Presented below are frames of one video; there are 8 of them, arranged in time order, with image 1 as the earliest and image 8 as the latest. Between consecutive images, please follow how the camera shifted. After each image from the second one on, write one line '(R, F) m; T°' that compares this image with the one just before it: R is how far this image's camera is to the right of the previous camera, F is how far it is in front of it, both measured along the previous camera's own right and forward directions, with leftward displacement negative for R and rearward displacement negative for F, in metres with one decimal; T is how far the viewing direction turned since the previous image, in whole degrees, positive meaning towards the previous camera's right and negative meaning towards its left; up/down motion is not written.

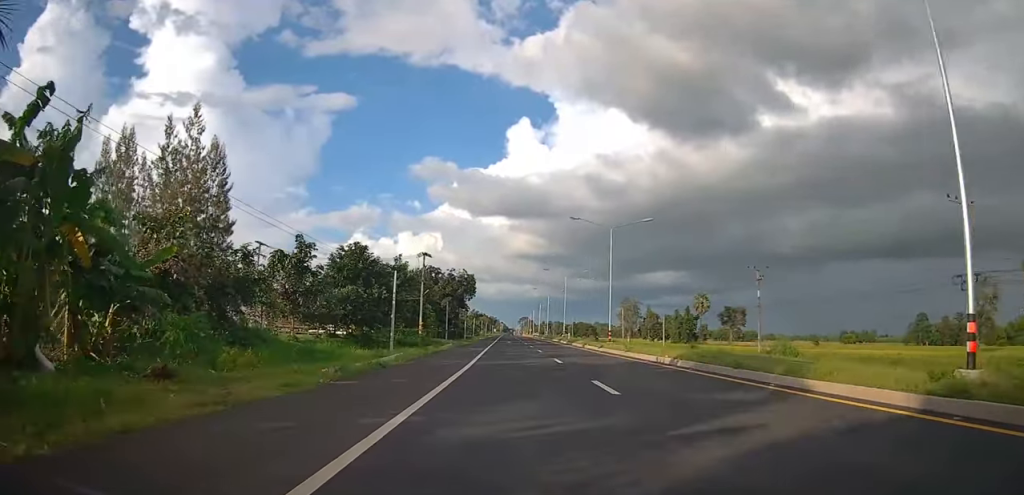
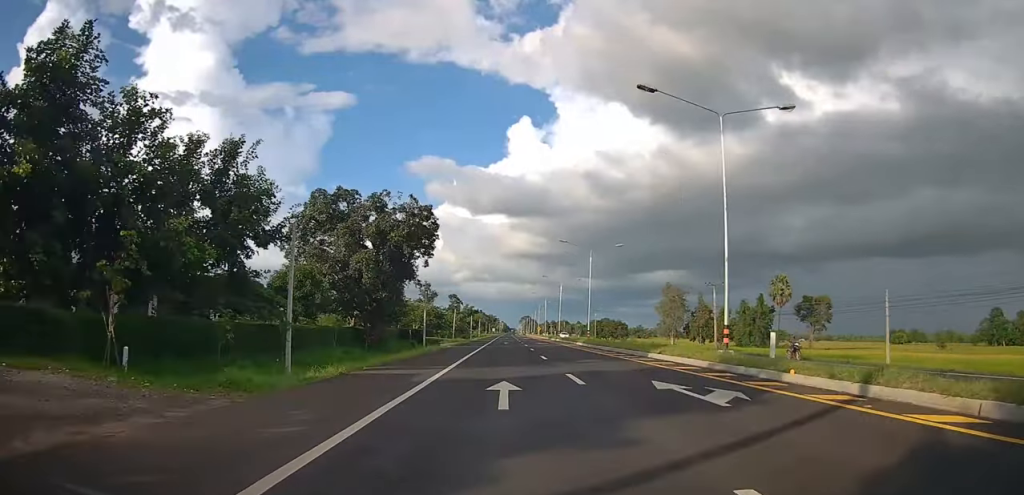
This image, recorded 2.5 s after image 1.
(+0.6, +58.8) m; 0°
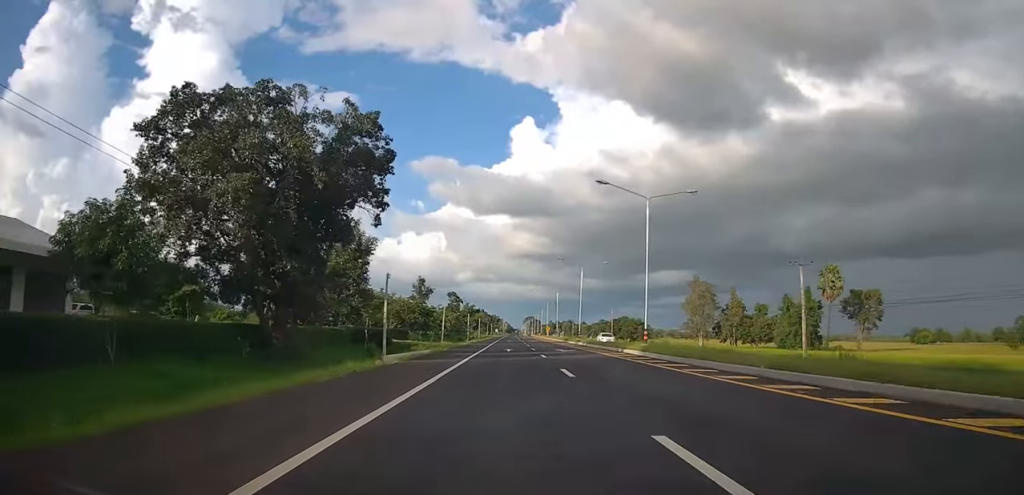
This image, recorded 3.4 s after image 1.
(0.0, +21.8) m; 0°
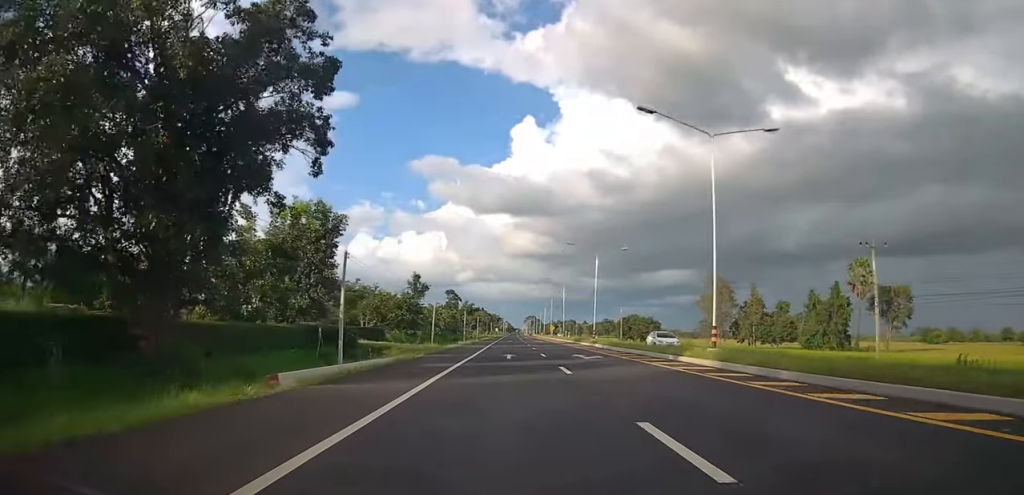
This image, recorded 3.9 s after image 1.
(0.0, +11.1) m; 0°
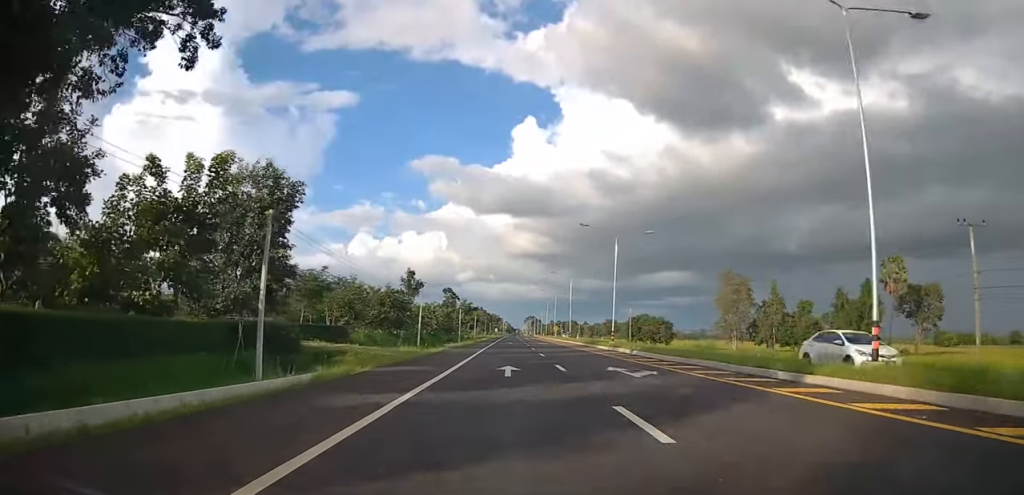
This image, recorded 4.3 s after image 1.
(0.0, +10.3) m; 0°
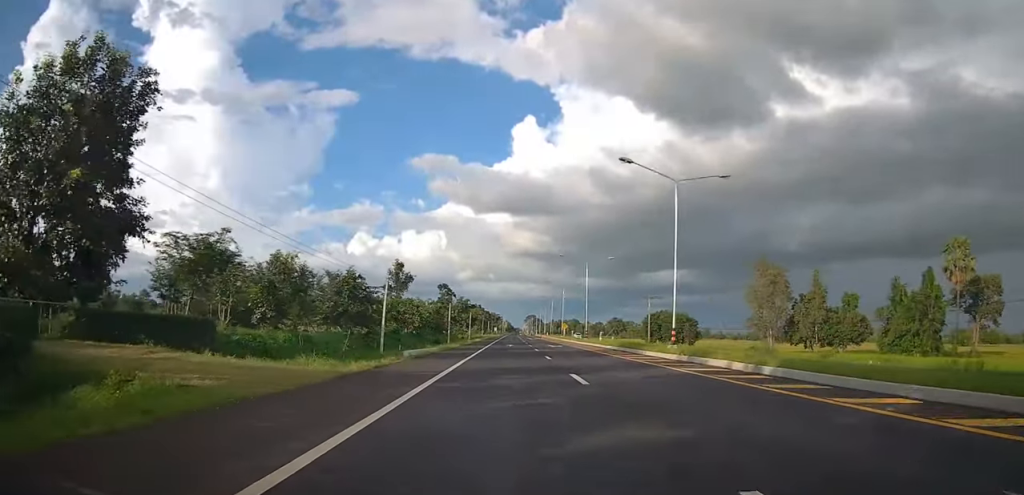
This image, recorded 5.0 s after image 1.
(0.0, +17.2) m; 0°
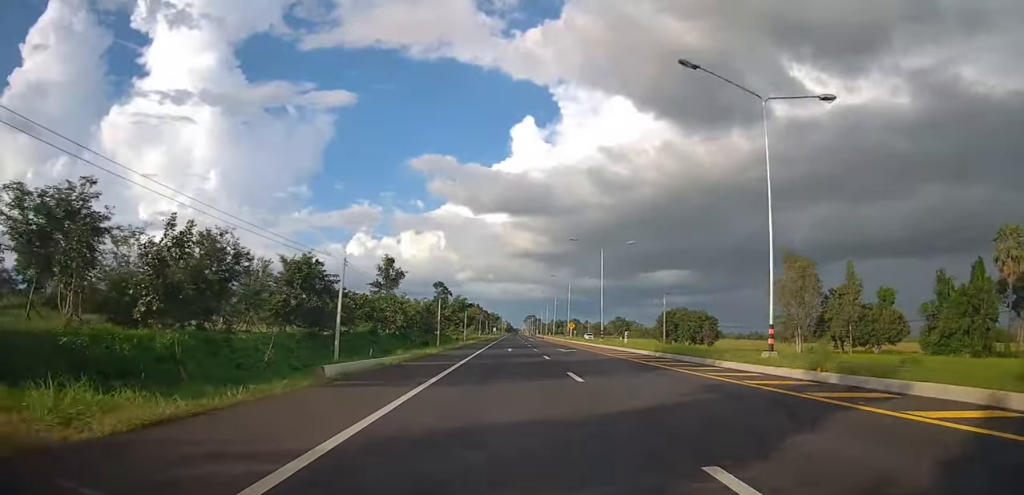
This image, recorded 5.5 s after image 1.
(0.0, +11.2) m; 0°
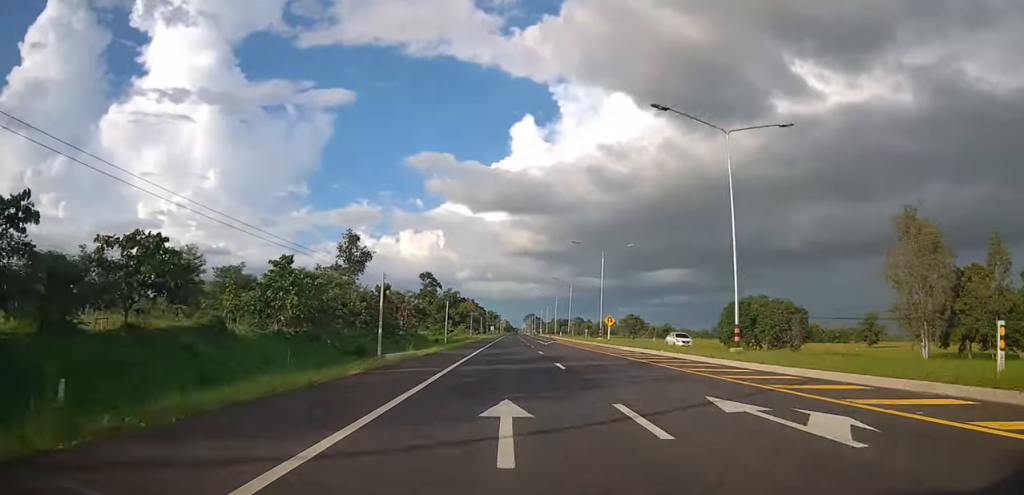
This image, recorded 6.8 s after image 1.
(-0.6, +31.6) m; -2°
